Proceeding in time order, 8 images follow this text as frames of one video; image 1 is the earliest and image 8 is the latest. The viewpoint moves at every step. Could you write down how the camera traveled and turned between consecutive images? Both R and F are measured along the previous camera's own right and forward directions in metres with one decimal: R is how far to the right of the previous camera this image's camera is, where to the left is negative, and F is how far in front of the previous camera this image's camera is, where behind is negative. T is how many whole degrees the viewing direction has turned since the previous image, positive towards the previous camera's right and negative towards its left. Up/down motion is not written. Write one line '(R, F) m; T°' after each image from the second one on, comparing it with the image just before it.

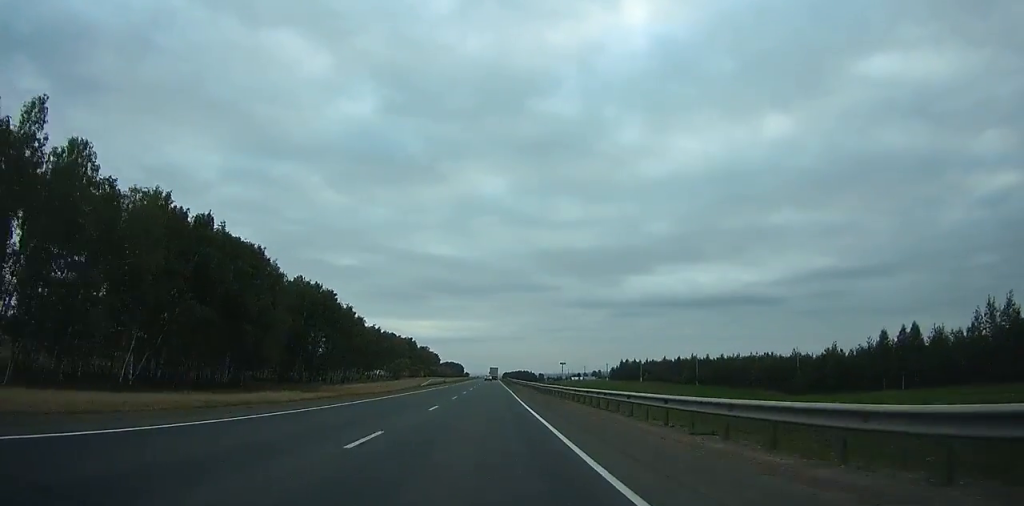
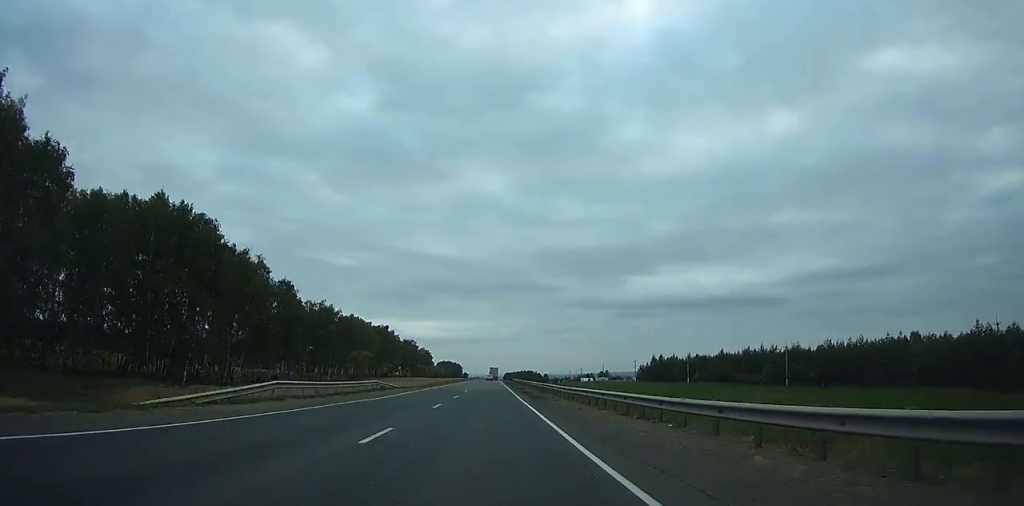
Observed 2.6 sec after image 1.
(+0.2, +58.6) m; 0°
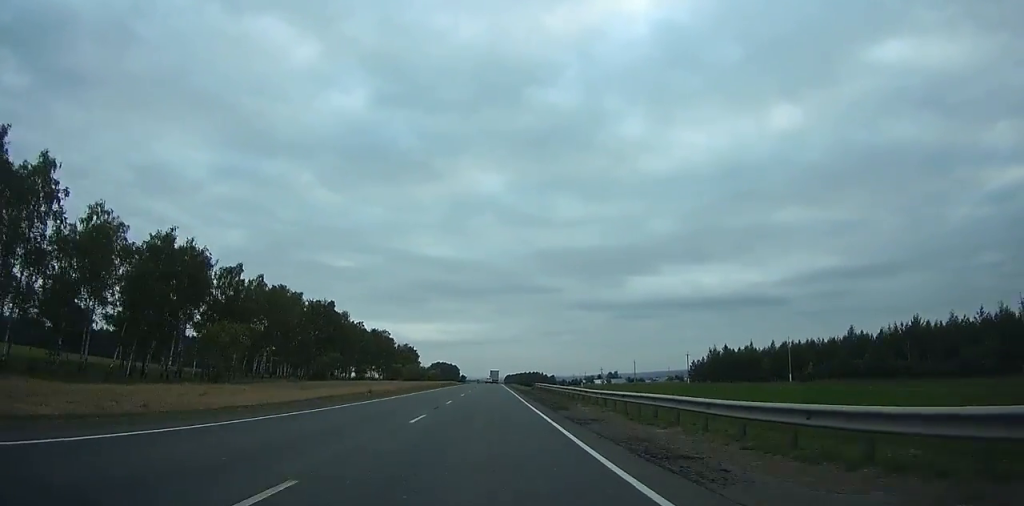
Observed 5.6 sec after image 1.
(-0.2, +67.7) m; 0°
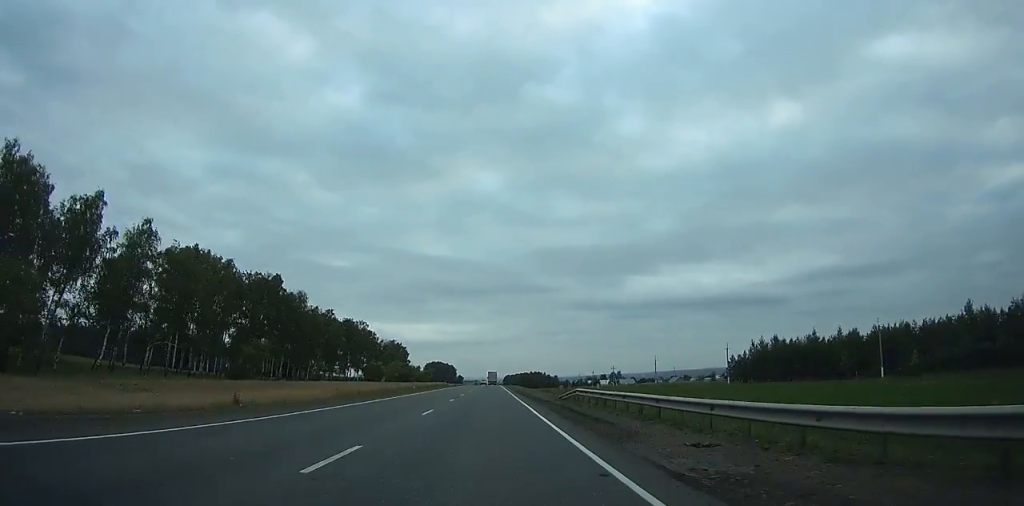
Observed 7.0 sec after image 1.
(0.0, +31.4) m; 0°
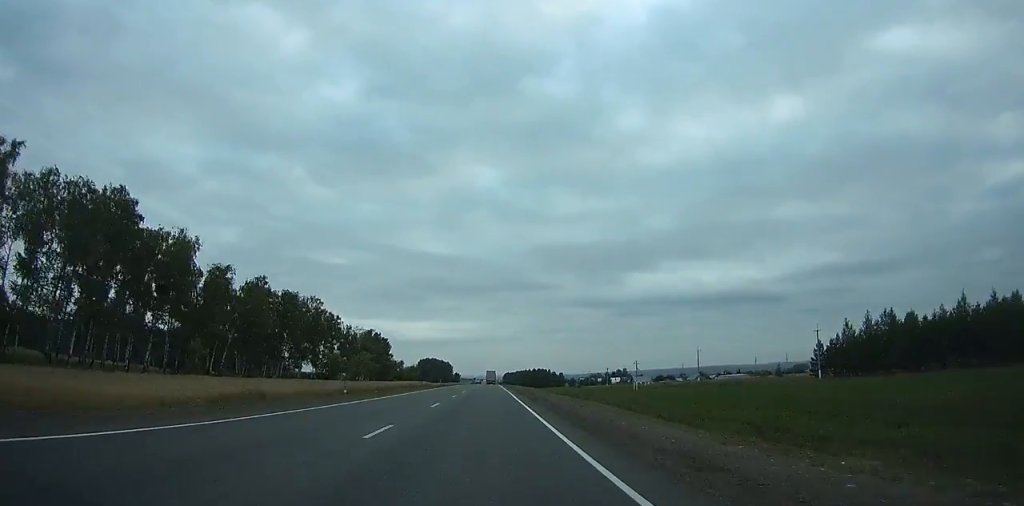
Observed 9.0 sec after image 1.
(0.0, +44.7) m; 0°
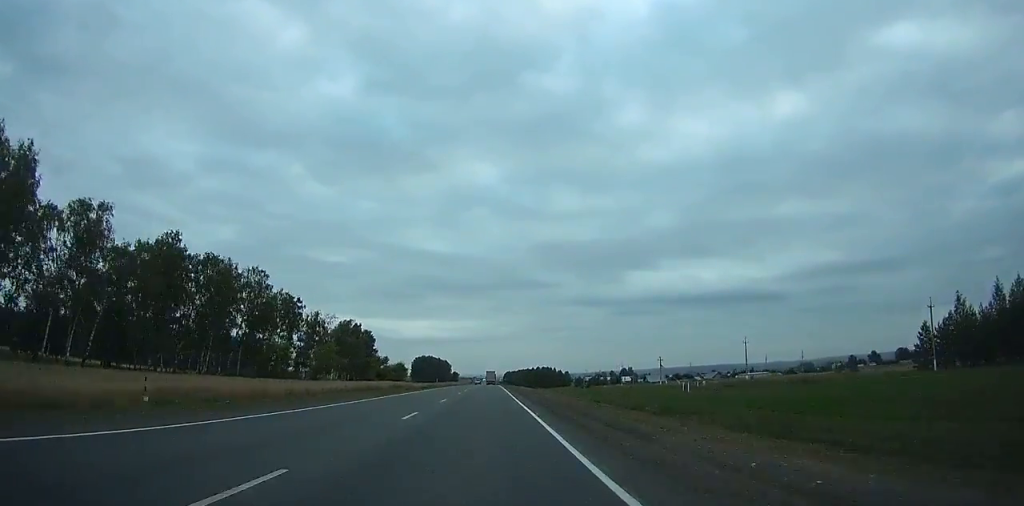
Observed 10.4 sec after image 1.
(0.0, +31.2) m; 0°
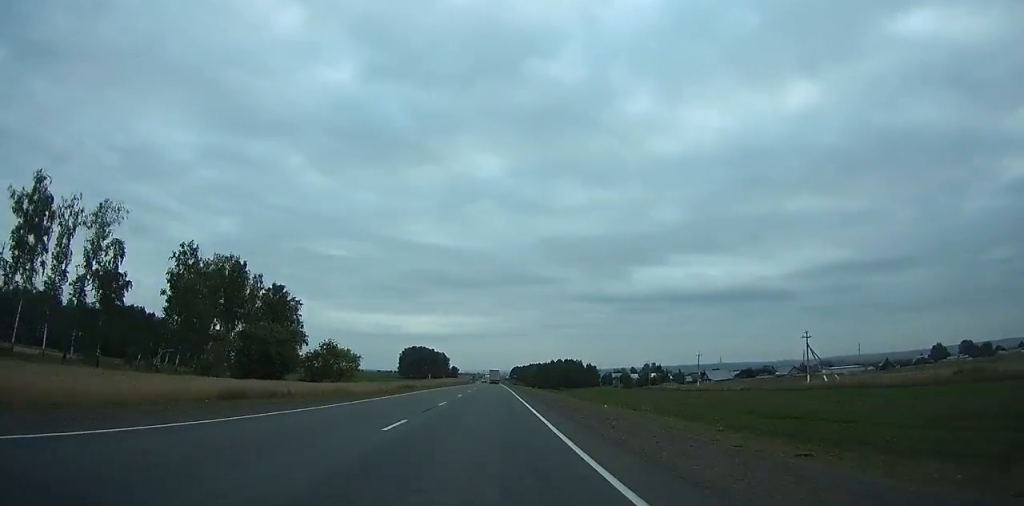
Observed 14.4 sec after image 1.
(+0.4, +88.1) m; 0°
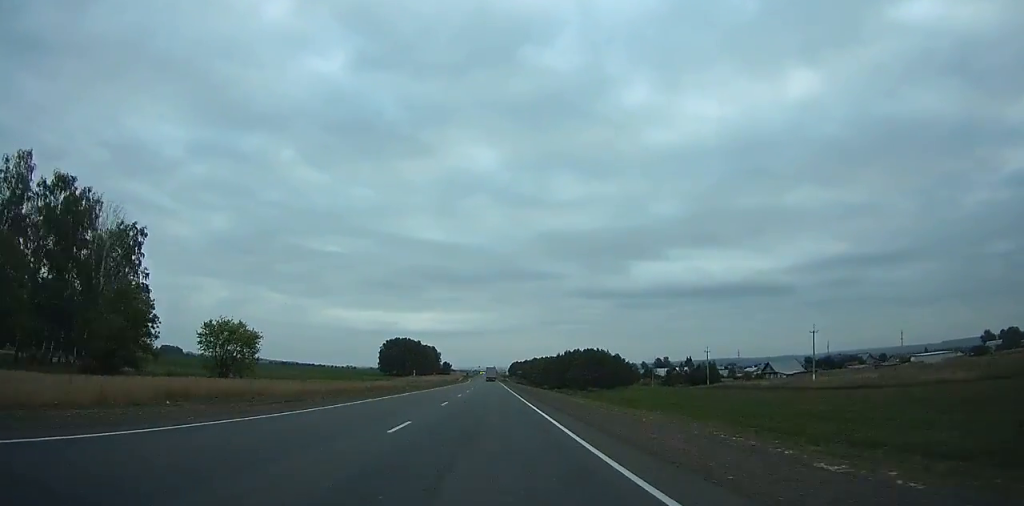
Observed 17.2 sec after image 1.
(-0.3, +61.0) m; 0°
